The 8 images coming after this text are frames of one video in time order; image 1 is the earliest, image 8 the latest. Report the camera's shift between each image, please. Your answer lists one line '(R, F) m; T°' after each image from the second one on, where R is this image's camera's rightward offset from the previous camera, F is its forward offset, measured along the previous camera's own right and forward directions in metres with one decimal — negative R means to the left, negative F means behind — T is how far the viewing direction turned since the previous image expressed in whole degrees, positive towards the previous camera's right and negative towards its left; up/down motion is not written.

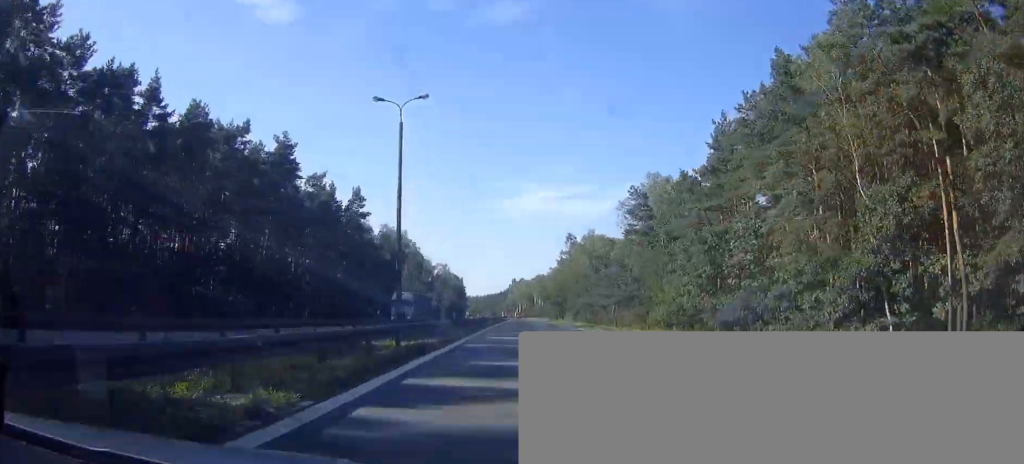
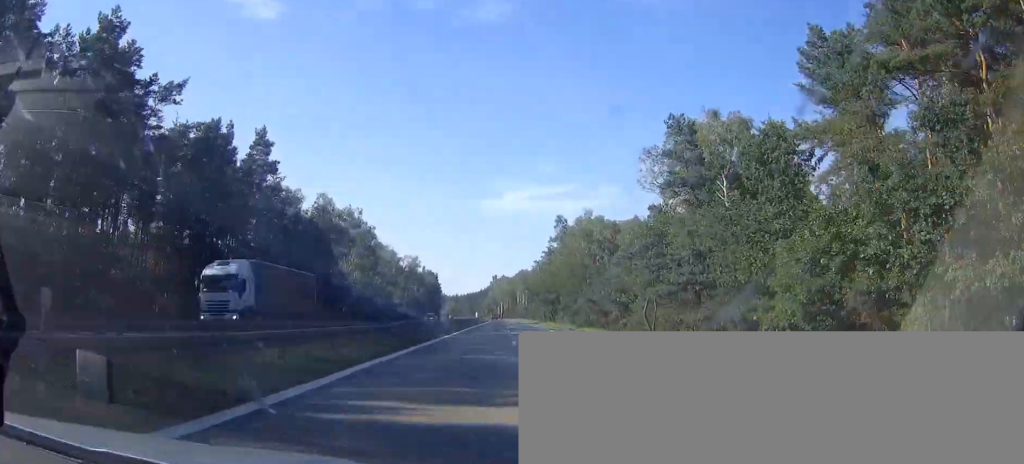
(+0.2, +31.5) m; +1°
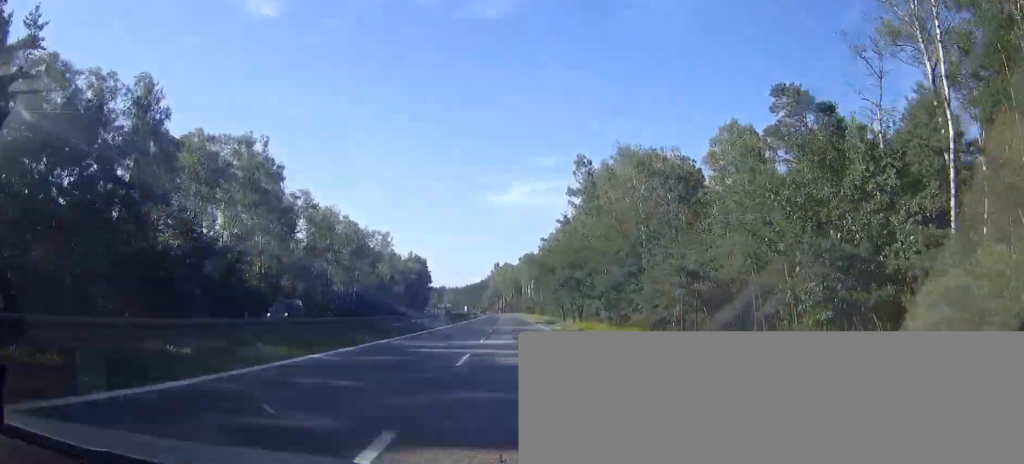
(+0.3, +49.2) m; 0°
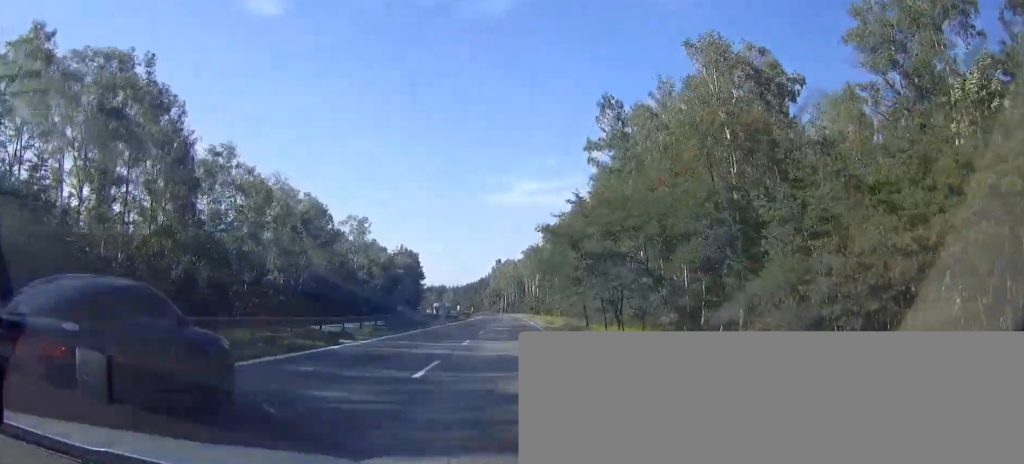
(-0.1, +26.9) m; 0°
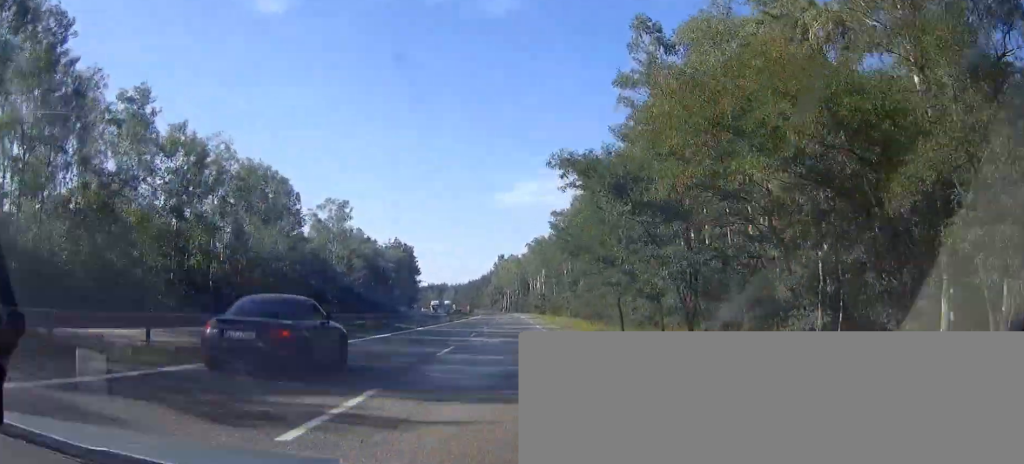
(-0.1, +18.5) m; 0°
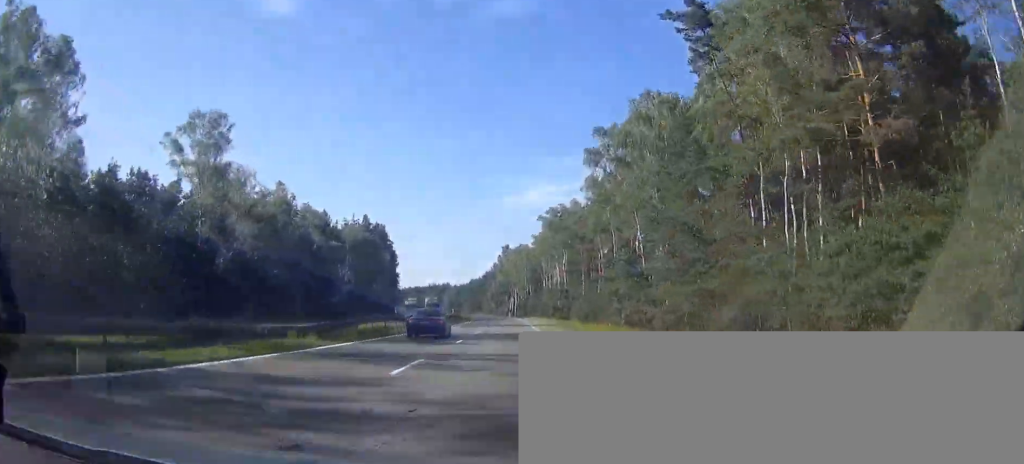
(-0.2, +53.6) m; -1°
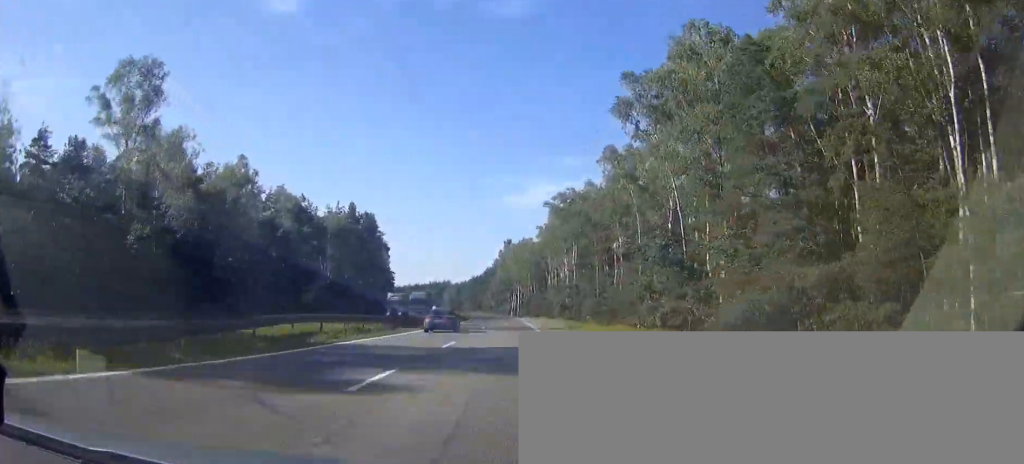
(0.0, +15.0) m; -1°
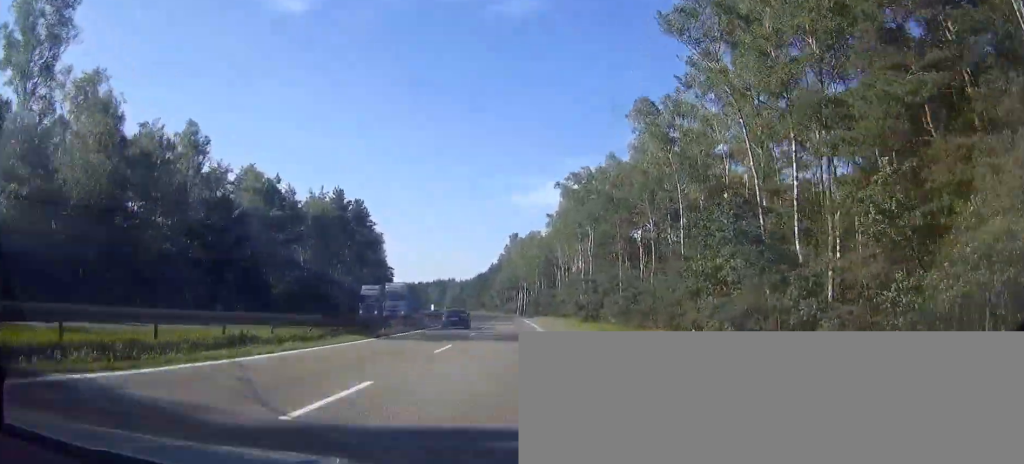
(-0.2, +14.9) m; -1°
